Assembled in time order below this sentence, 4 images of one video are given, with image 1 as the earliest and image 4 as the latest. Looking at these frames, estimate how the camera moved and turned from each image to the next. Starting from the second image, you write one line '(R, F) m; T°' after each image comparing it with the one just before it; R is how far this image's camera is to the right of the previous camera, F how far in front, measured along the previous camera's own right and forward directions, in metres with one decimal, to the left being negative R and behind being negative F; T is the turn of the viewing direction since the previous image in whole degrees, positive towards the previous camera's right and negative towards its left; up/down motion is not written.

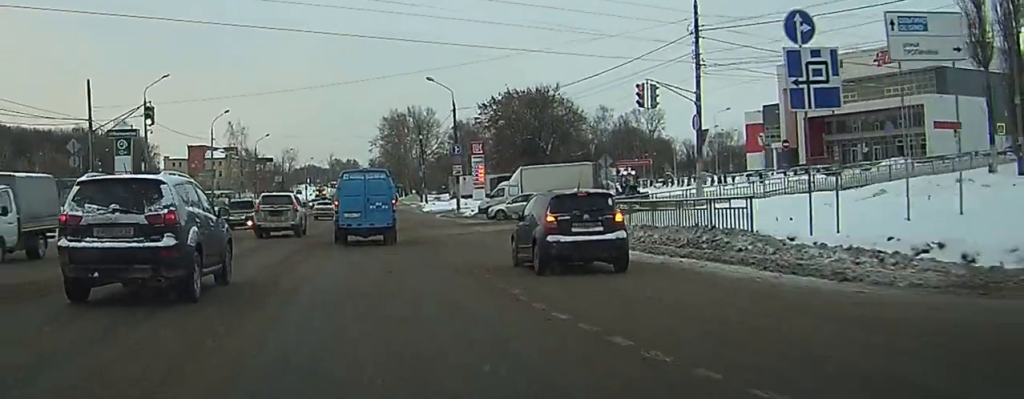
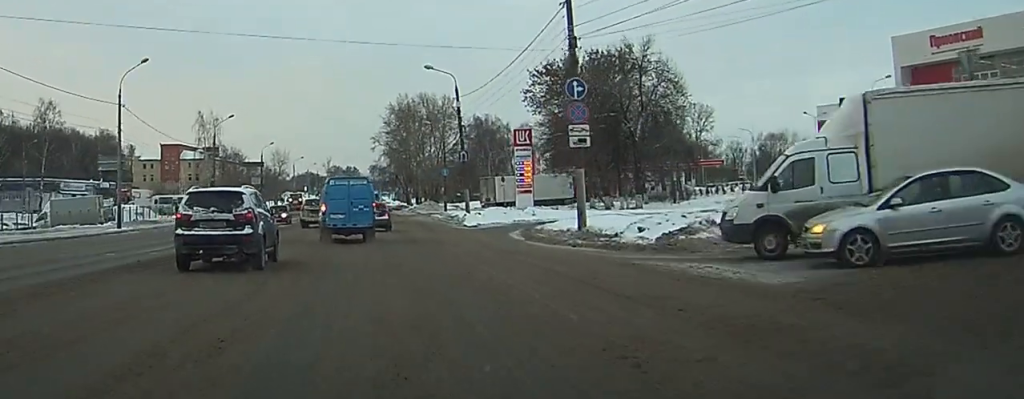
(-0.2, +37.2) m; 0°
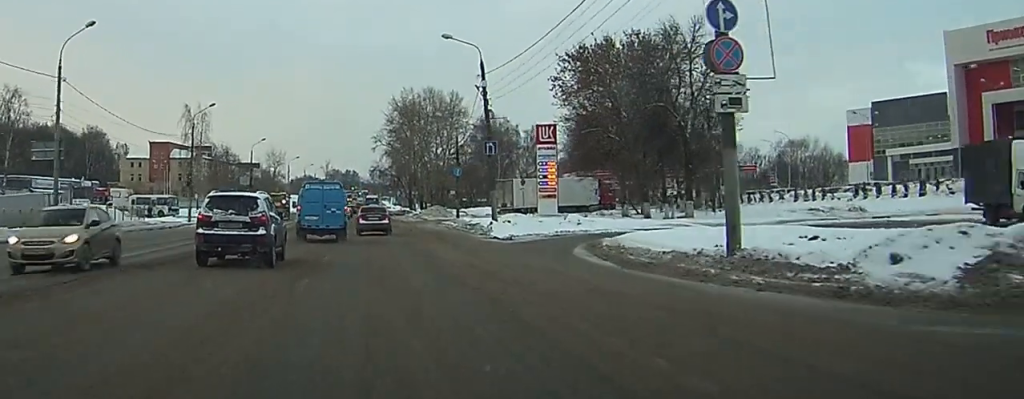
(-0.1, +12.1) m; 0°
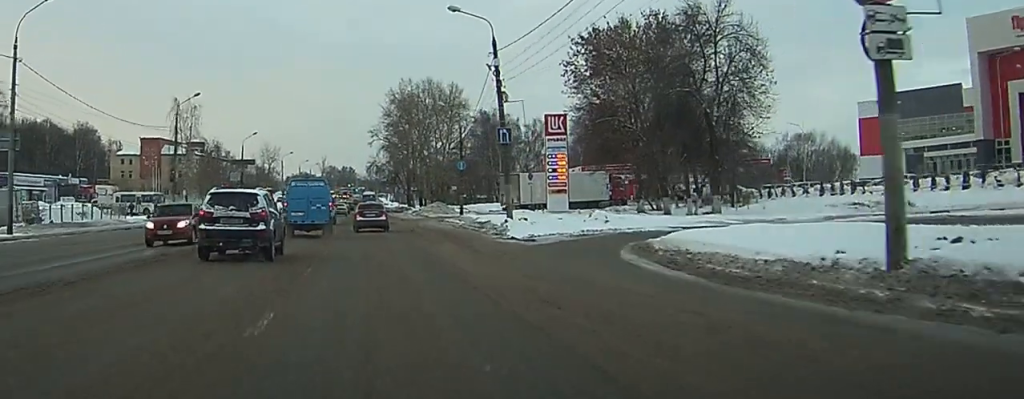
(0.0, +5.7) m; 0°
